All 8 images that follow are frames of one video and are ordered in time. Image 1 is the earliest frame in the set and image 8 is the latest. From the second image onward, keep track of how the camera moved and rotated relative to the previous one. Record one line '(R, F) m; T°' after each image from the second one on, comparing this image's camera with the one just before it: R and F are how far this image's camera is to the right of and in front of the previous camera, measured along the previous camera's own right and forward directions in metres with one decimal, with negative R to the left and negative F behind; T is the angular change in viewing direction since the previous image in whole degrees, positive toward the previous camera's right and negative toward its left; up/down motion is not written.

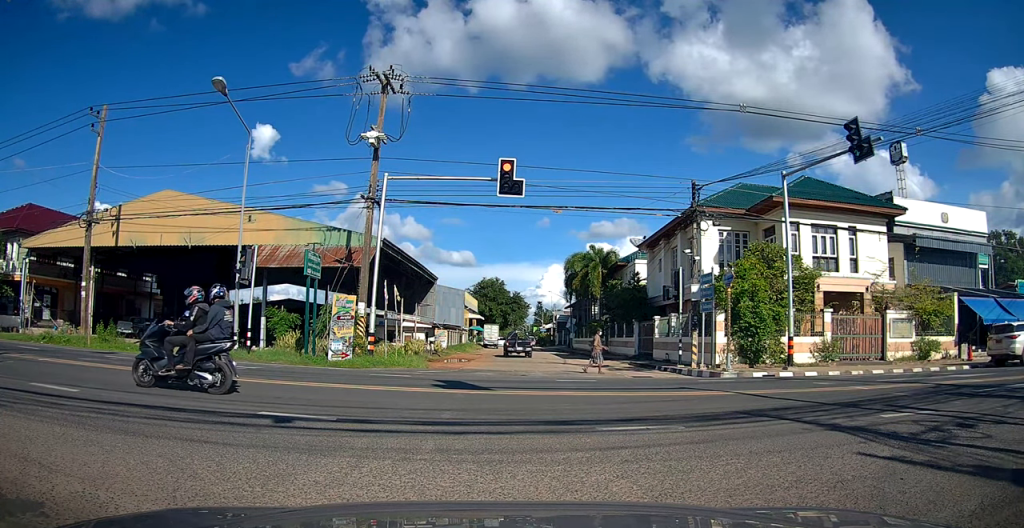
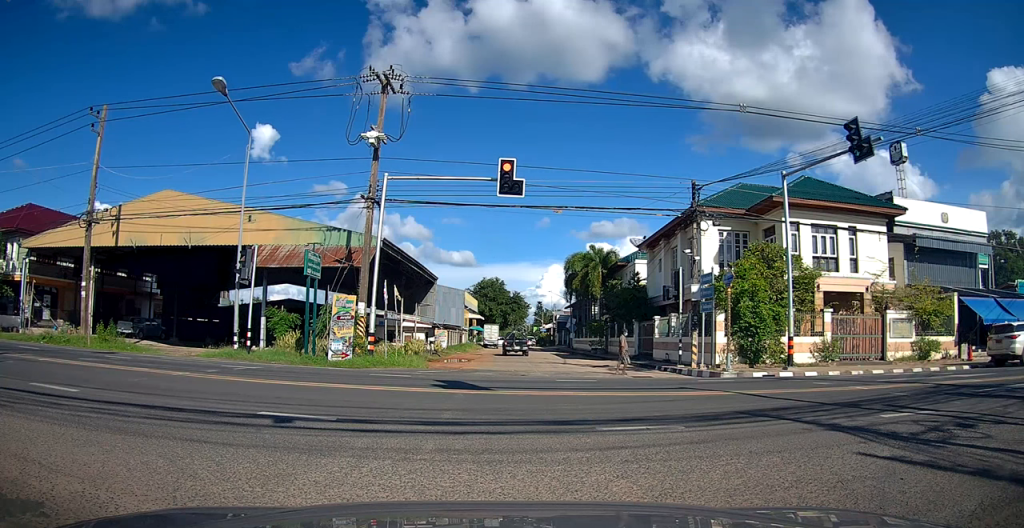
(0.0, 0.0) m; 0°
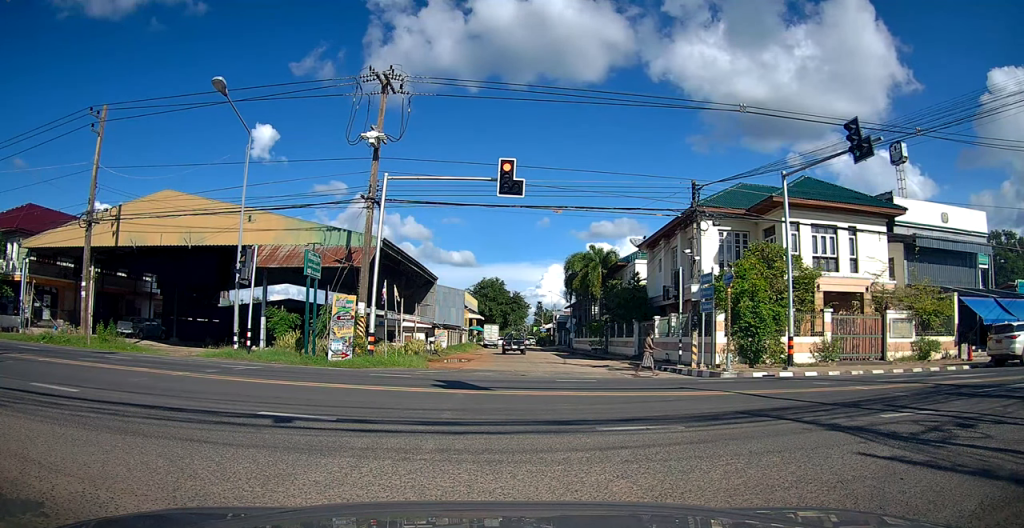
(0.0, 0.0) m; 0°
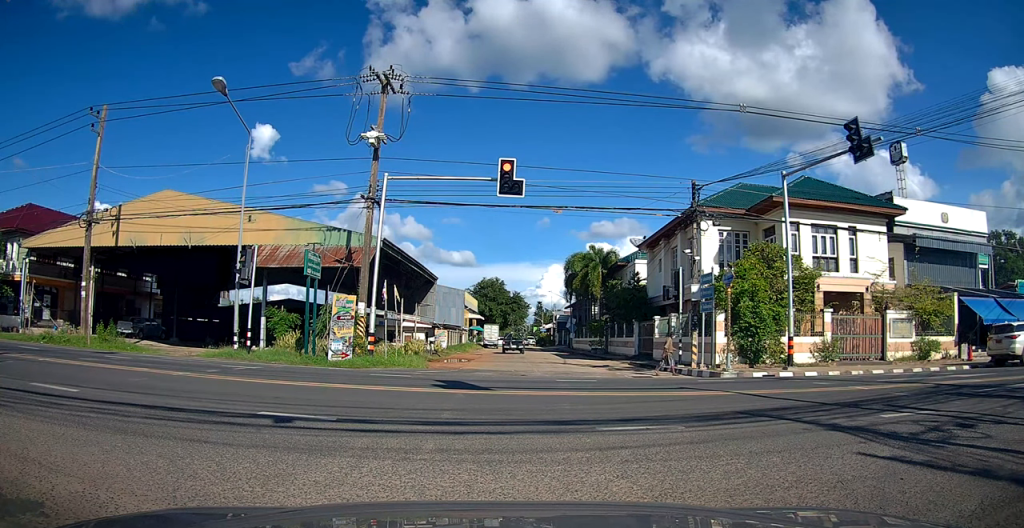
(0.0, 0.0) m; 0°
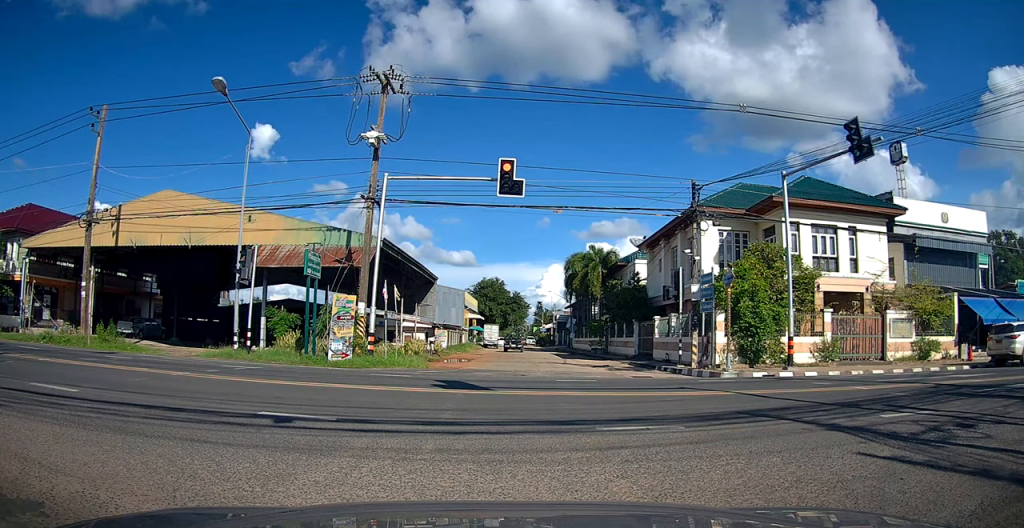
(0.0, 0.0) m; 0°
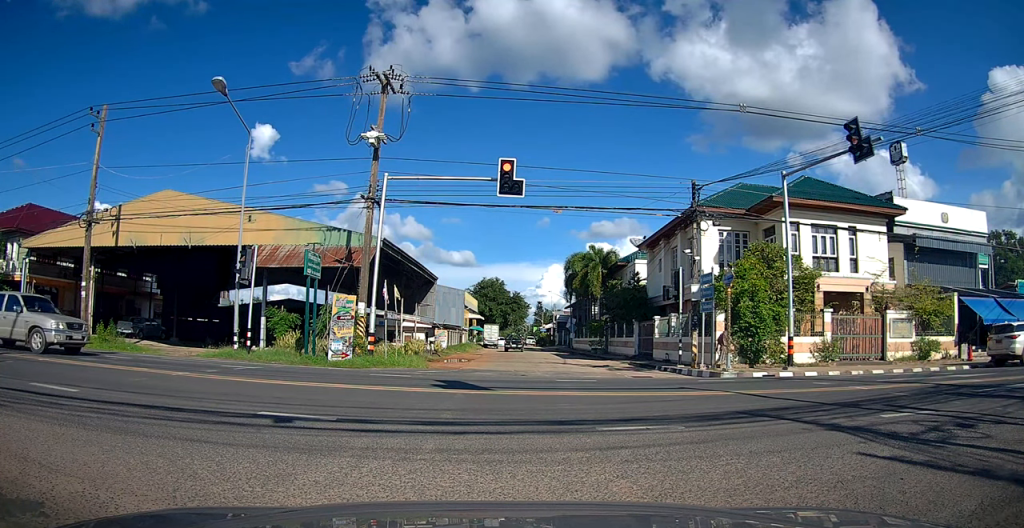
(0.0, 0.0) m; 0°
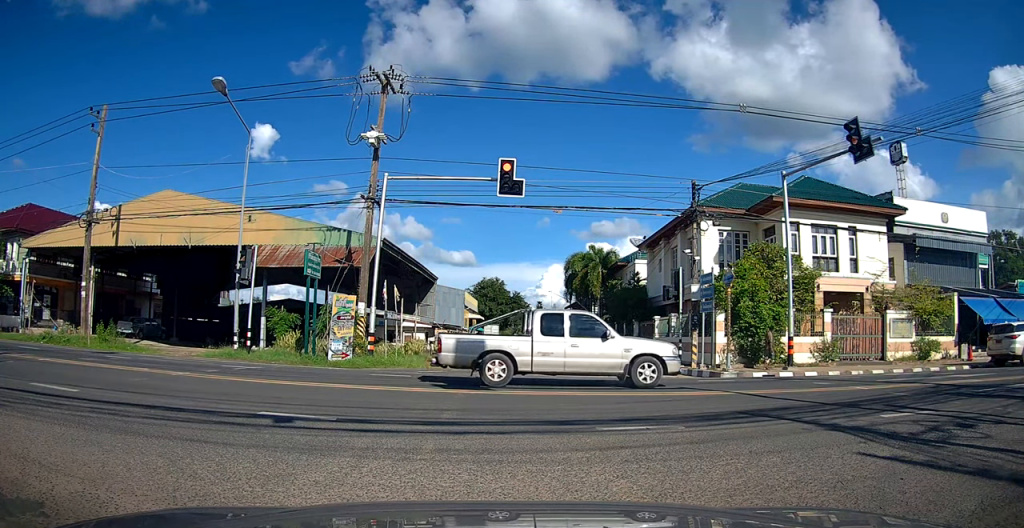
(0.0, 0.0) m; 0°
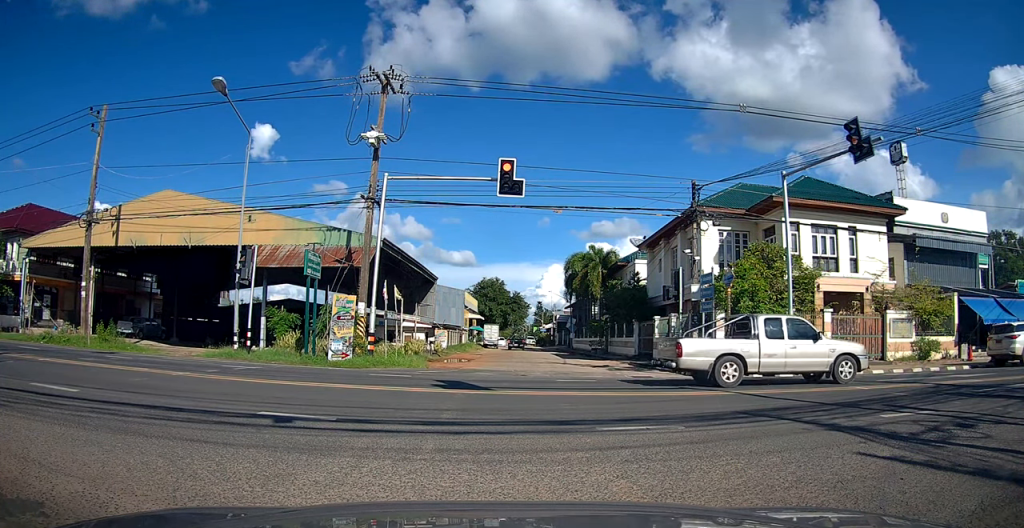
(0.0, 0.0) m; 0°
